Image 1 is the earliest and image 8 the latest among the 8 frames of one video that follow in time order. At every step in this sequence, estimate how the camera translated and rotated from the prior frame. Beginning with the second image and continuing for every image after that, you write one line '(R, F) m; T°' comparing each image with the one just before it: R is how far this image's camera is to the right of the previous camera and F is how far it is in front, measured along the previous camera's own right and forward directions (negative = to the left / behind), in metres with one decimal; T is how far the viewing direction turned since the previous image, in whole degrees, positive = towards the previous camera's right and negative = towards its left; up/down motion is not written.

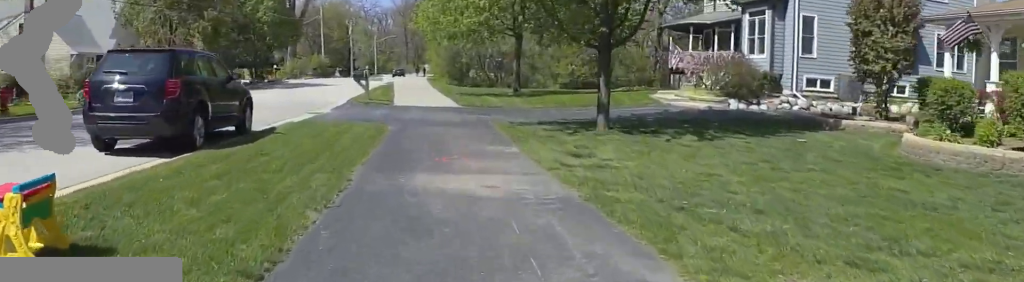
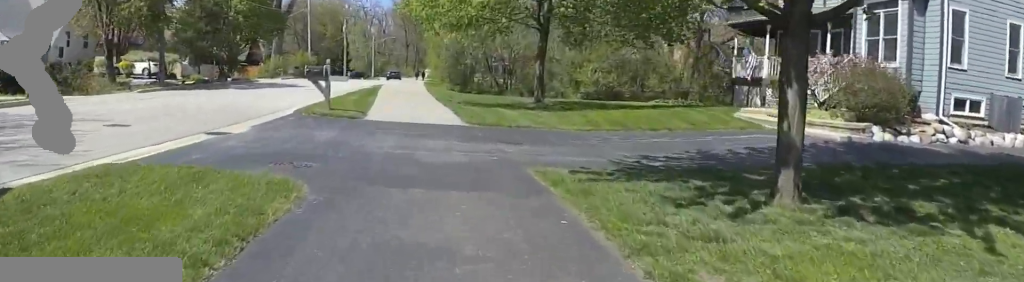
(0.0, +8.3) m; 0°
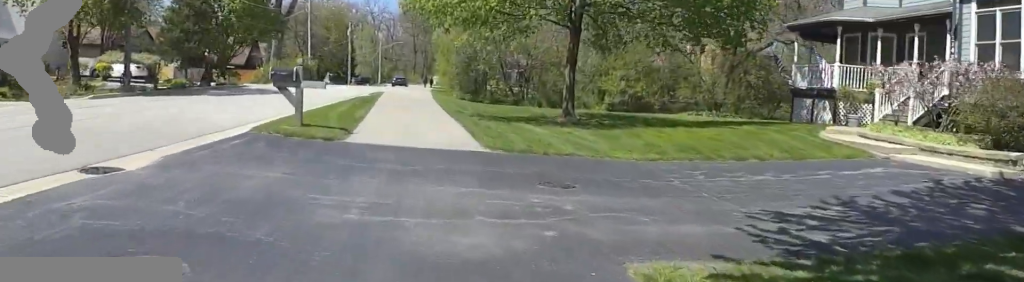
(0.0, +4.2) m; 0°
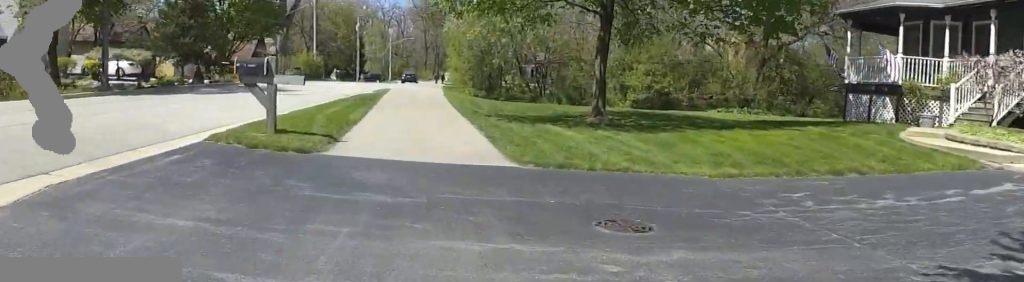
(0.0, +2.7) m; 0°
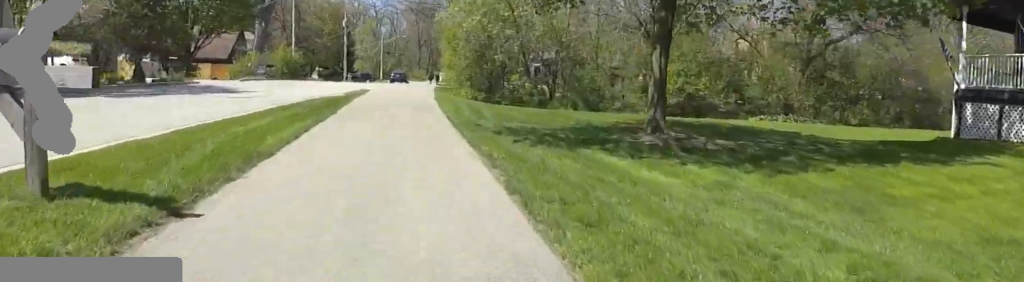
(0.0, +5.5) m; 0°
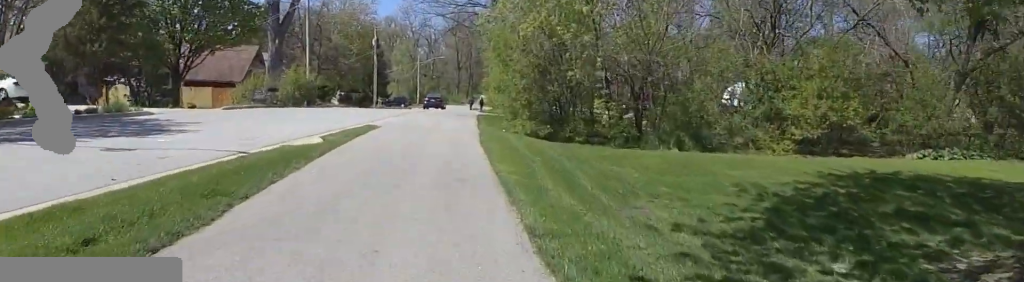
(0.0, +8.4) m; 0°
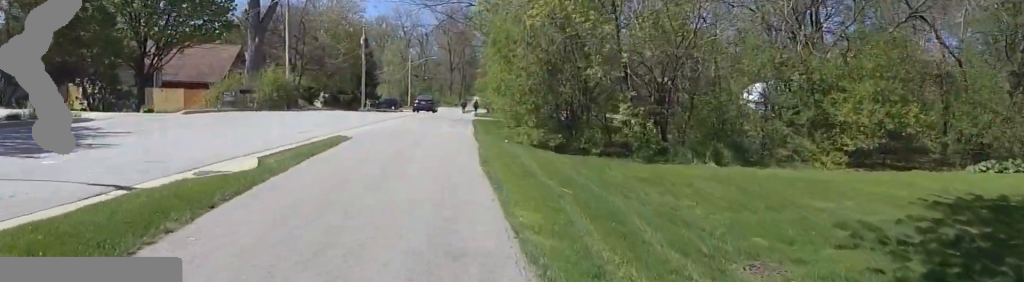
(0.0, +3.5) m; 0°
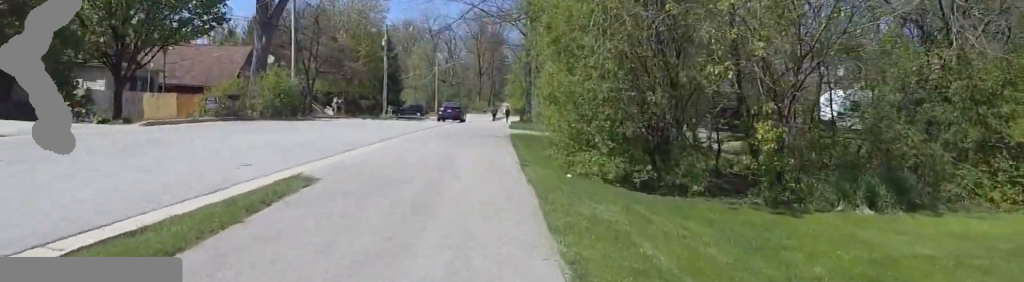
(0.0, +5.7) m; -3°
